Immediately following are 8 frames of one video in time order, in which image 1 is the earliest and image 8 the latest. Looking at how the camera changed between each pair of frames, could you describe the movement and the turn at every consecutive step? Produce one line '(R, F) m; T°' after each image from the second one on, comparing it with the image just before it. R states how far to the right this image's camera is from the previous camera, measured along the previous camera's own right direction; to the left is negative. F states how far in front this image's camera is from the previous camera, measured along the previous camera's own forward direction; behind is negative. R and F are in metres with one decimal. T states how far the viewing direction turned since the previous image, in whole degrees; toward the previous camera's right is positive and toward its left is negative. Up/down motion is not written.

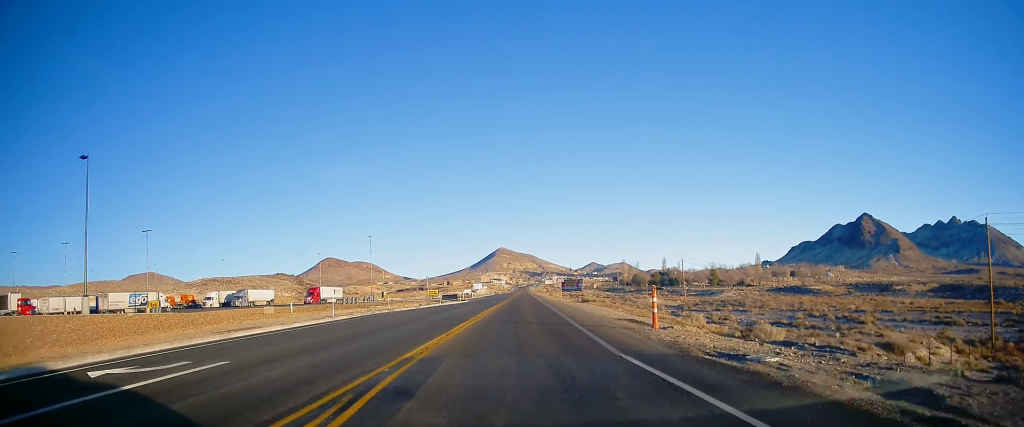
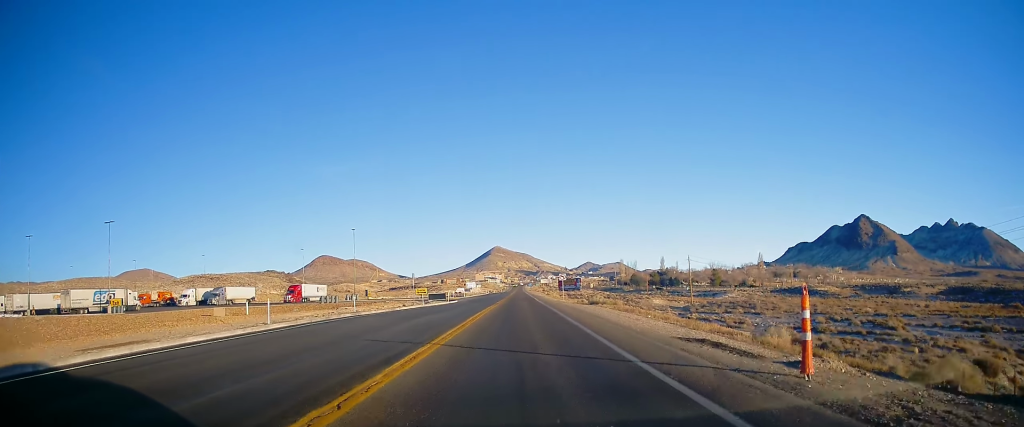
(+0.1, +9.3) m; 0°
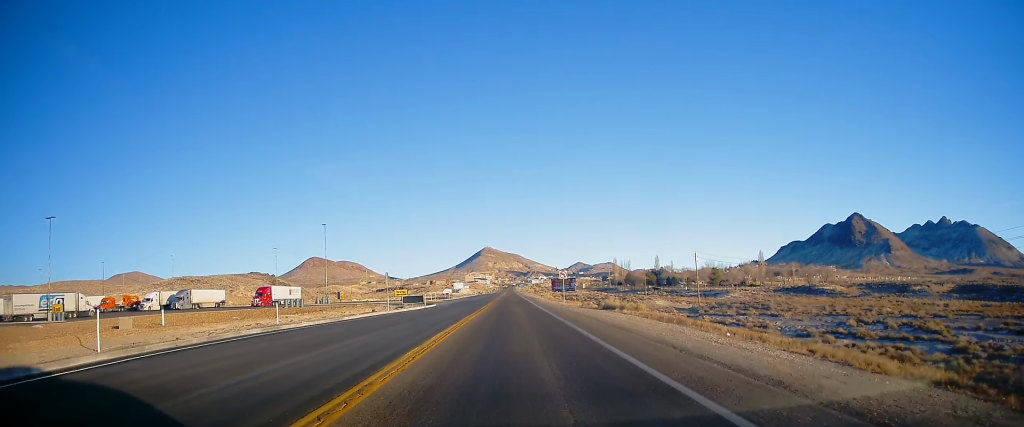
(-0.1, +12.1) m; 0°
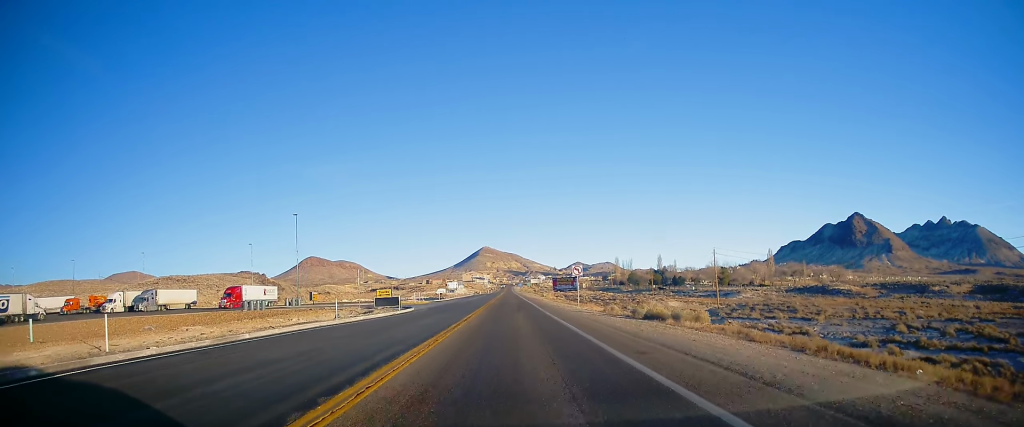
(+0.1, +13.1) m; +1°
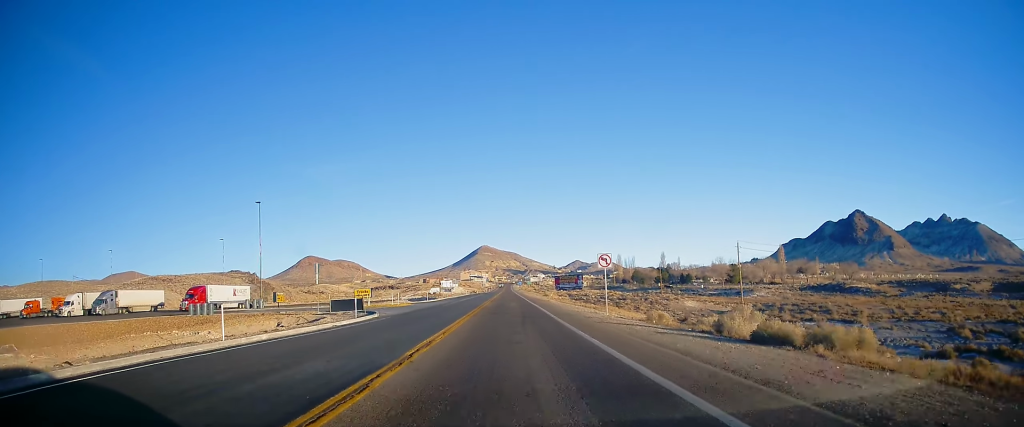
(+0.1, +13.0) m; 0°
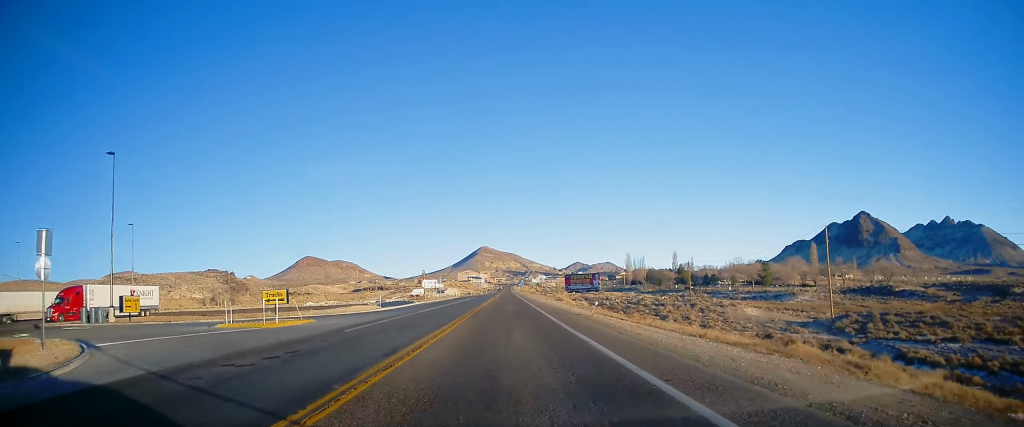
(-0.2, +31.1) m; -1°
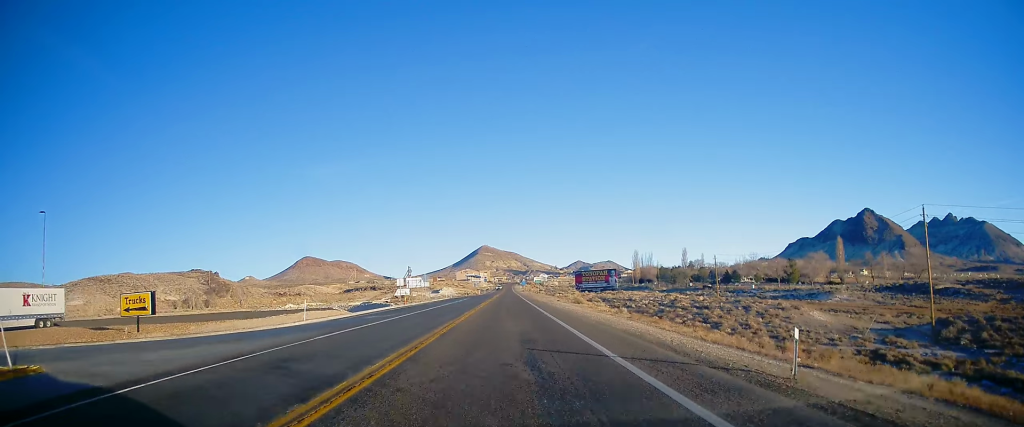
(-0.2, +20.6) m; 0°
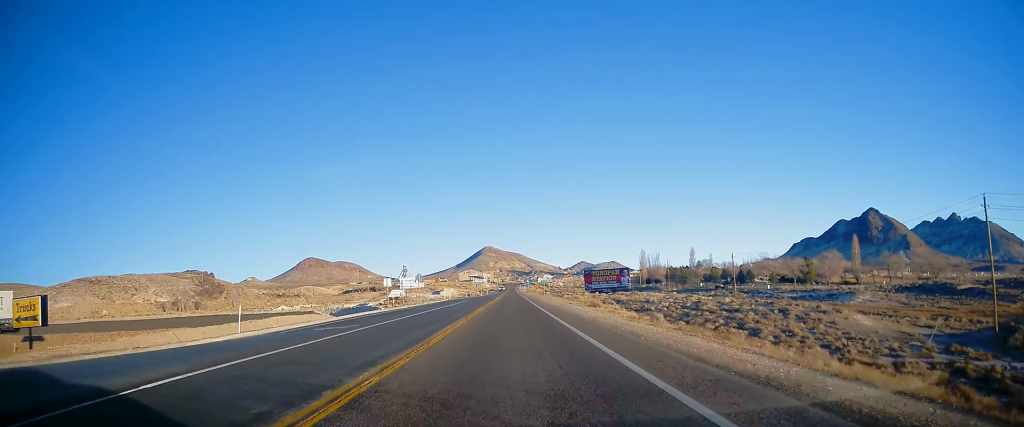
(-0.1, +9.0) m; +1°
